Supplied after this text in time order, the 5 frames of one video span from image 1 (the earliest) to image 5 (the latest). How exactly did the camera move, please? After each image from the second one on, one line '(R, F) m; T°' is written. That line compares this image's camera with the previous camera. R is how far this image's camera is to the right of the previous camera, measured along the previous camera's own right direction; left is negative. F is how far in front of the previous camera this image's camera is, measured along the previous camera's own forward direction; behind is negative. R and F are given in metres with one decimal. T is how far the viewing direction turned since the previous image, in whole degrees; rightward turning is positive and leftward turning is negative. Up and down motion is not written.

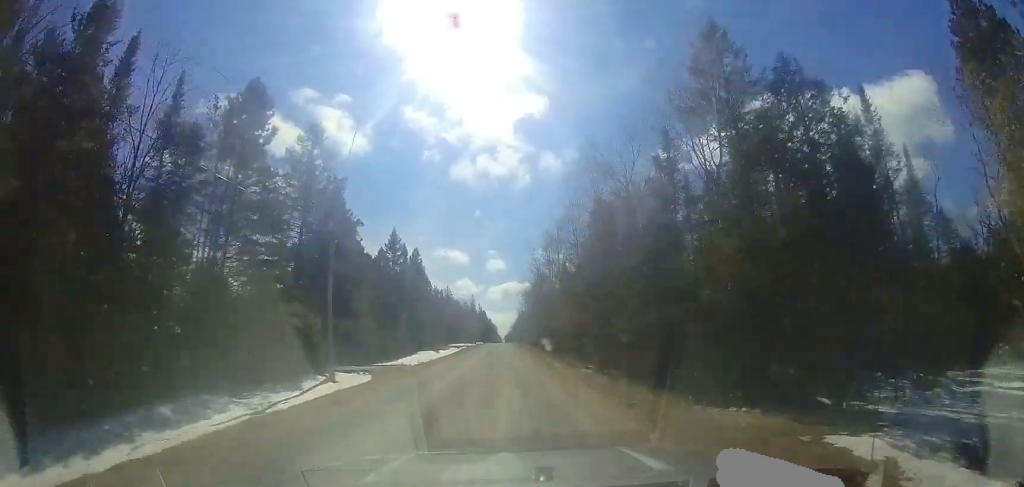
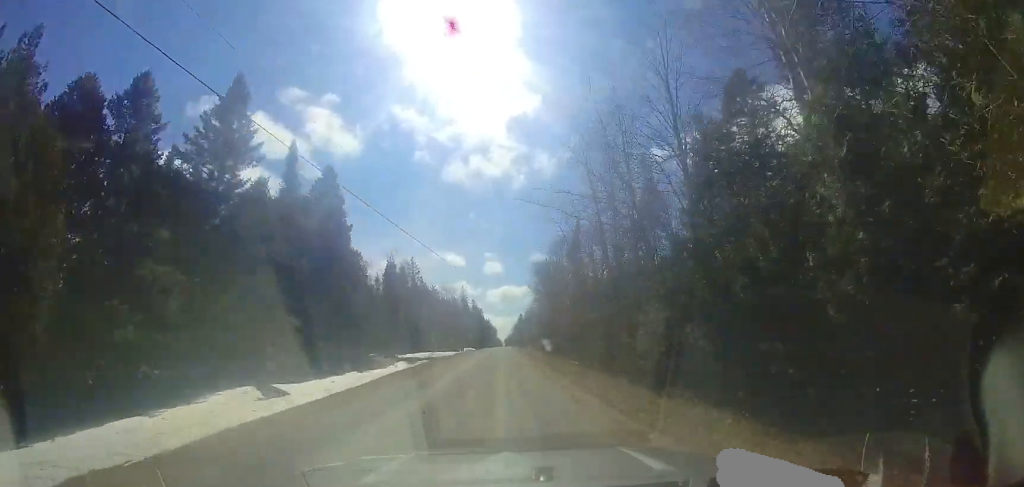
(-0.6, +36.3) m; -1°
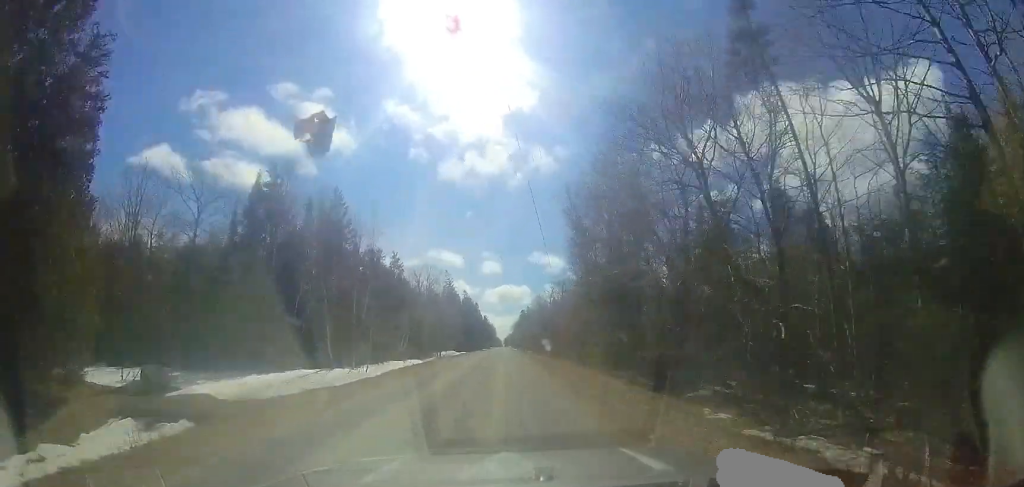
(+0.5, +28.8) m; +1°
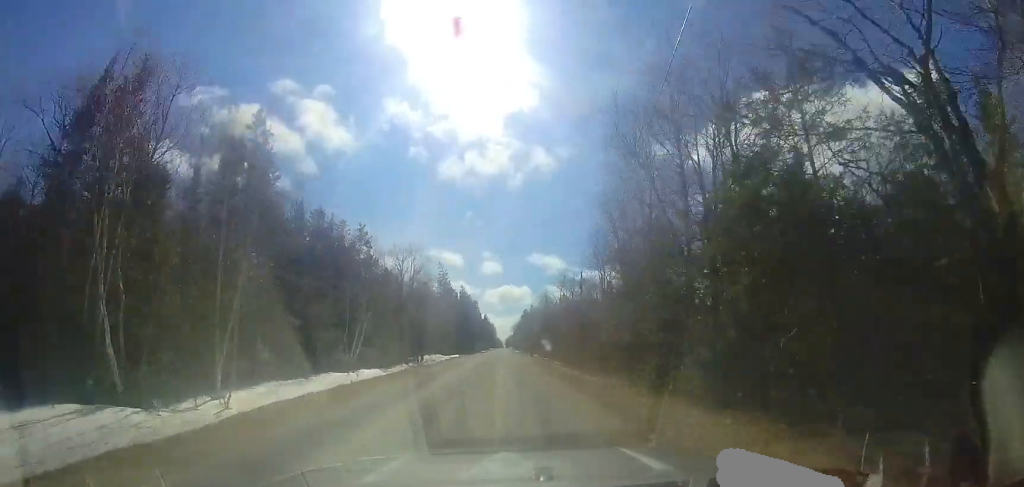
(-0.1, +12.5) m; 0°
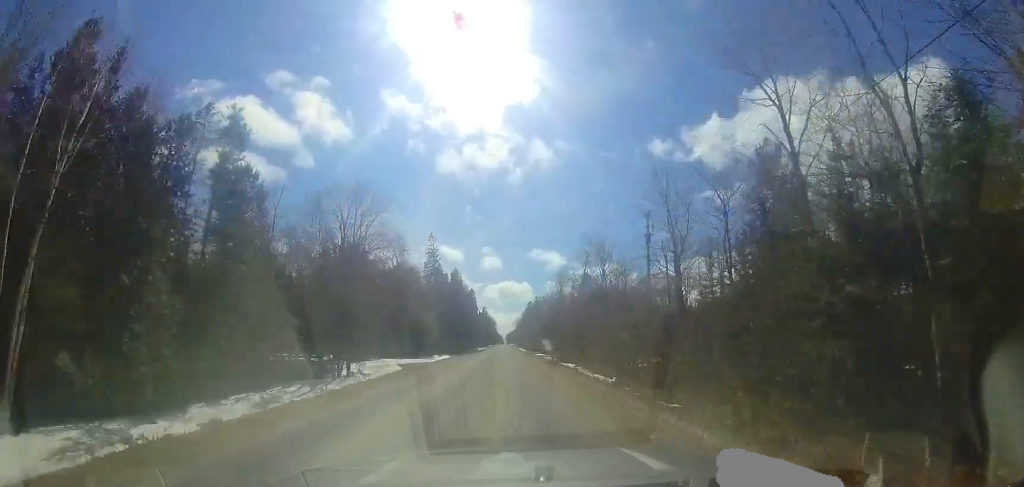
(-0.2, +20.7) m; 0°
